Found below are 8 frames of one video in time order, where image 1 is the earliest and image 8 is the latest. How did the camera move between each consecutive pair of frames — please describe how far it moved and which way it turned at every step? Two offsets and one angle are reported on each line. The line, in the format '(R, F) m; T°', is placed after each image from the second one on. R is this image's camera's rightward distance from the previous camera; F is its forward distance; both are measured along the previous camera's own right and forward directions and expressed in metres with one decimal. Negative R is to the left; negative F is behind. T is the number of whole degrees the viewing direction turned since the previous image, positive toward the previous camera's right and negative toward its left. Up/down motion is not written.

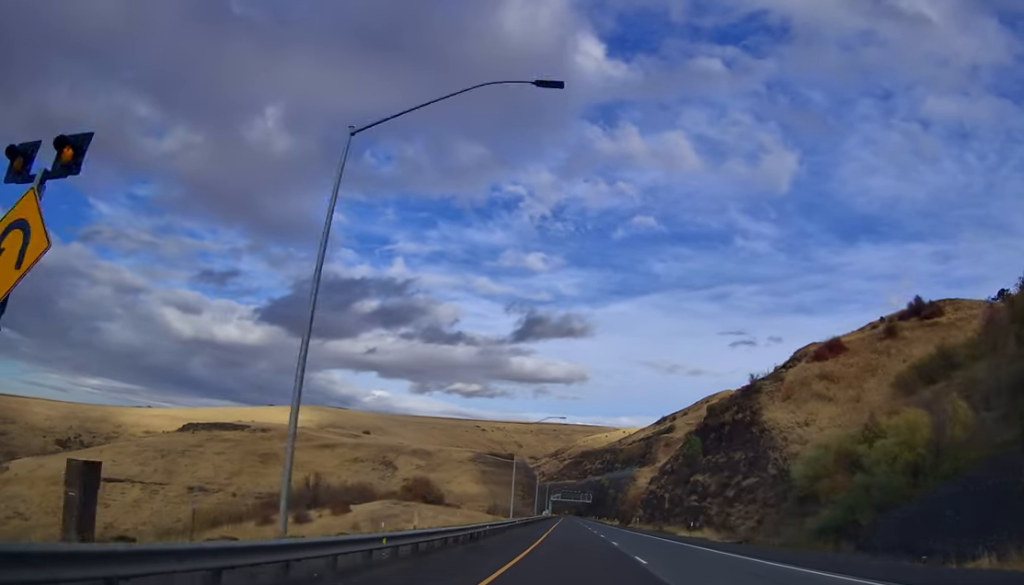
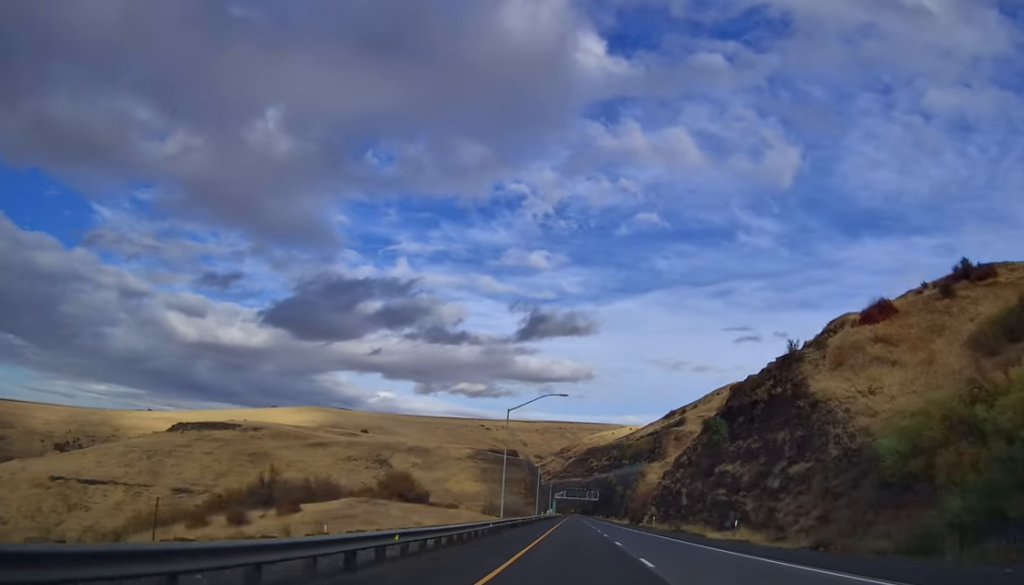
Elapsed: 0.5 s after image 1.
(0.0, +14.3) m; 0°
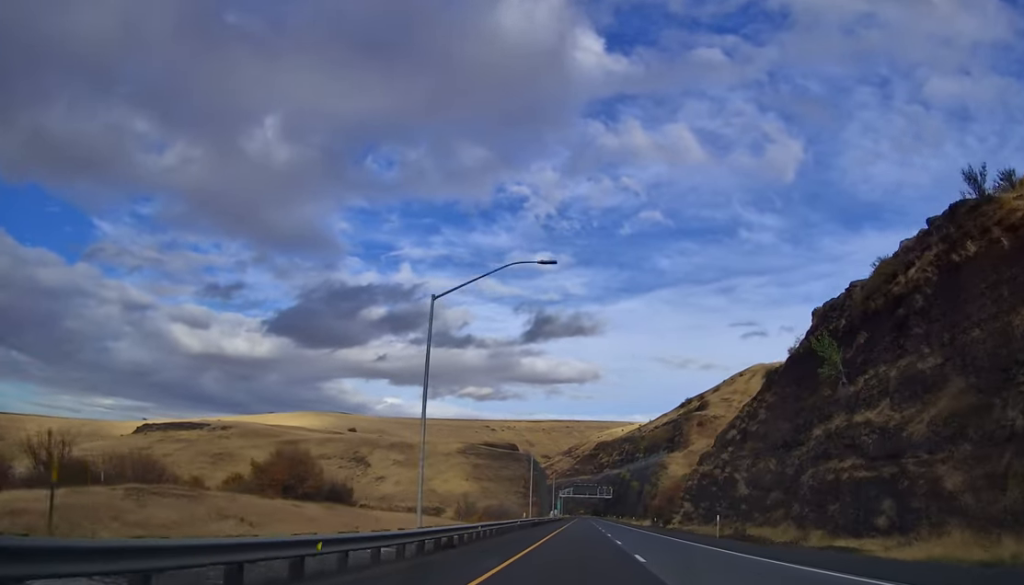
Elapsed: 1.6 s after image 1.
(0.0, +34.8) m; -2°
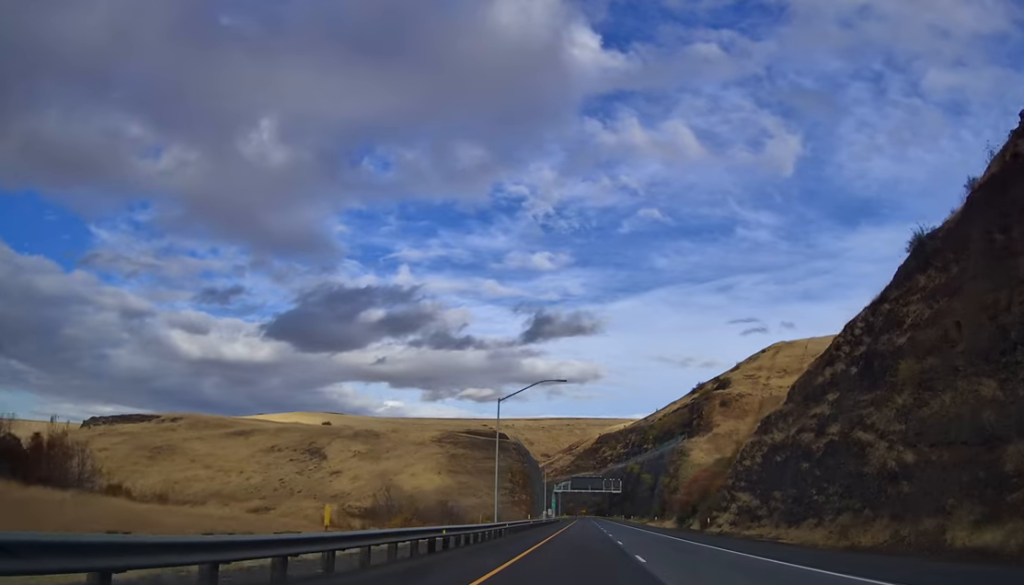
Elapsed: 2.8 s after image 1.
(-1.2, +36.8) m; -2°
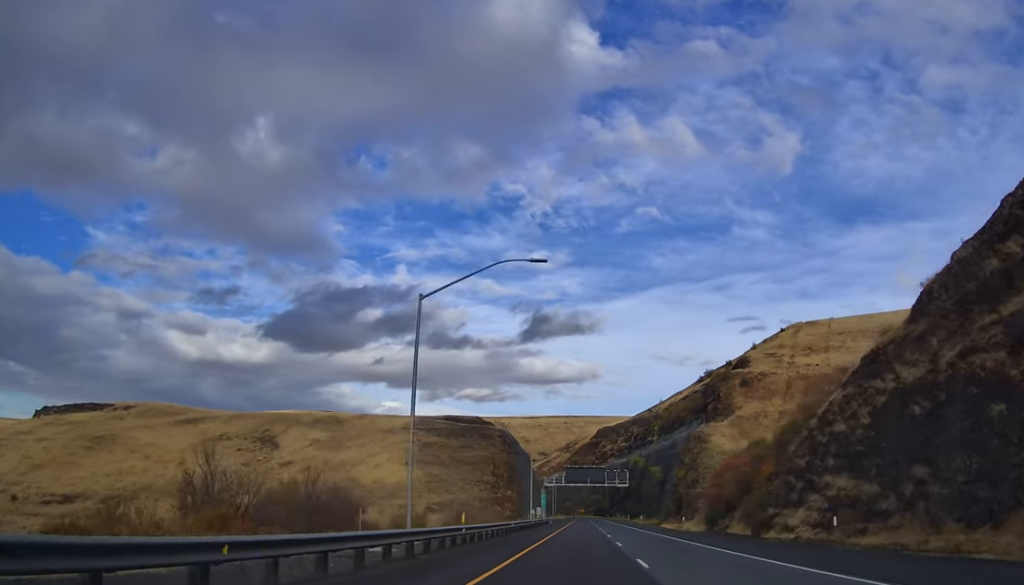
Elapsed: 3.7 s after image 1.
(0.0, +26.6) m; +1°
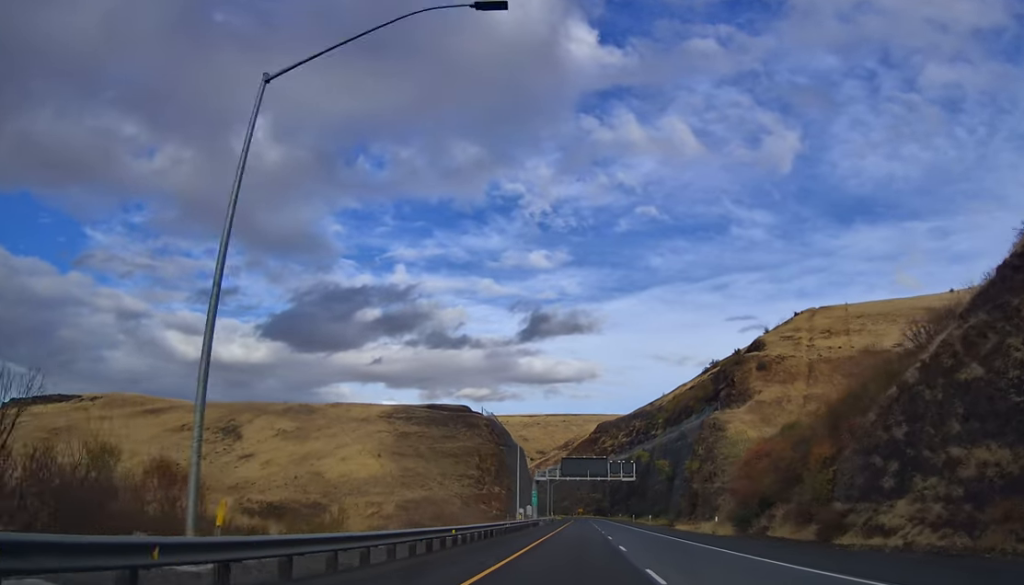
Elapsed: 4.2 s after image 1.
(+0.2, +16.5) m; 0°
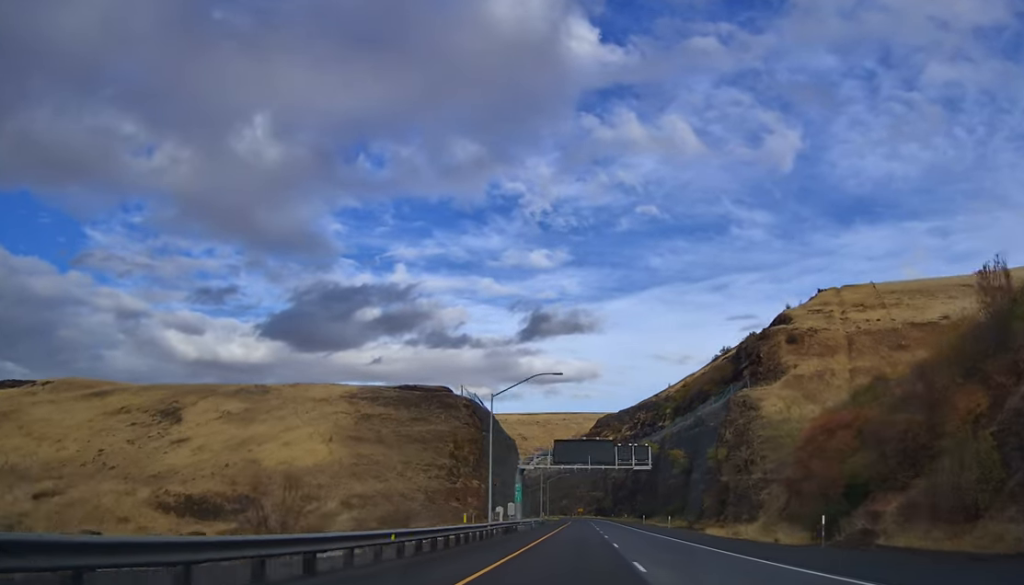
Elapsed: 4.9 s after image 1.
(+0.1, +21.7) m; 0°
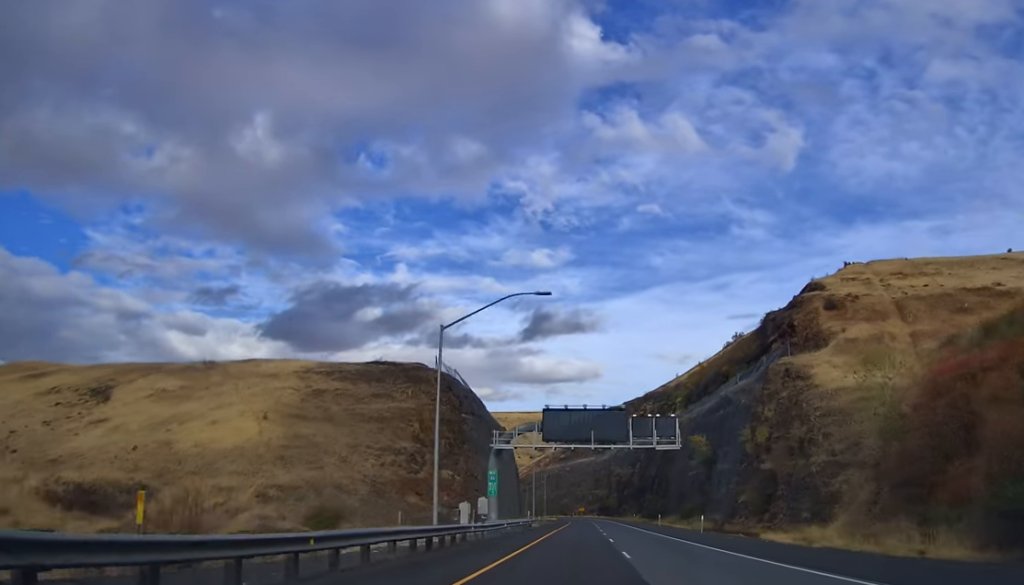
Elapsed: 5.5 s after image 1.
(0.0, +19.6) m; 0°
